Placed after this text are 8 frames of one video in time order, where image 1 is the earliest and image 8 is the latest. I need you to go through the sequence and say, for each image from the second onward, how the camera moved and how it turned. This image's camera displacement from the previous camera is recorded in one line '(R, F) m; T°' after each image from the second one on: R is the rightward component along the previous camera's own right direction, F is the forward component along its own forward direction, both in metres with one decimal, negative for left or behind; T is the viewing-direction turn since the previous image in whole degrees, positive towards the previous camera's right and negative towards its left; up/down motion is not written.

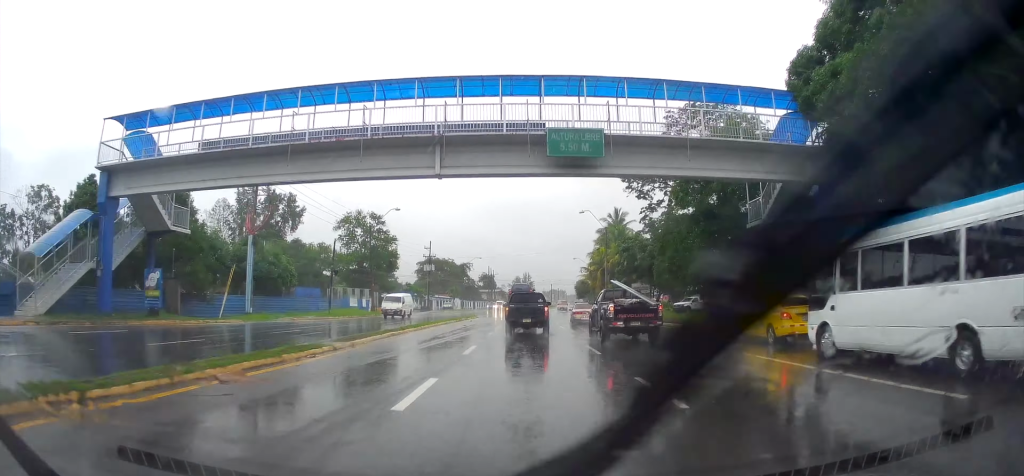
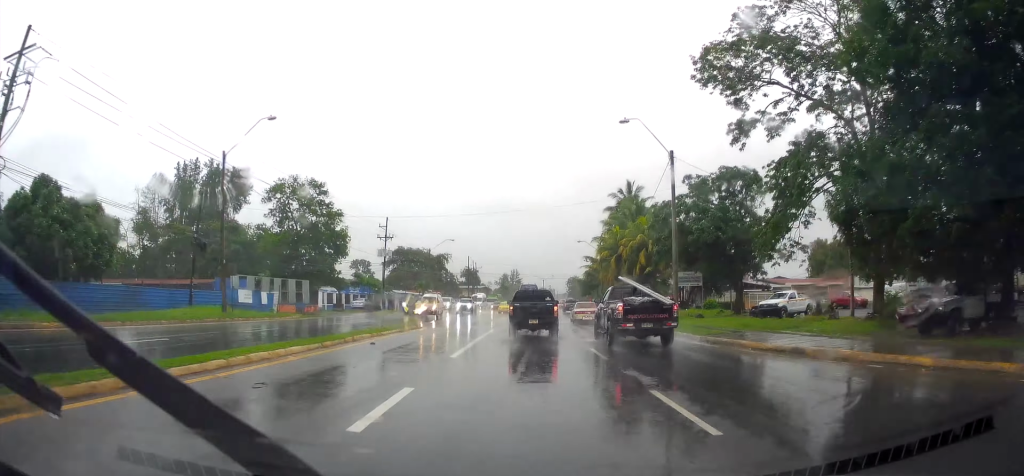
(+0.6, +27.2) m; +3°
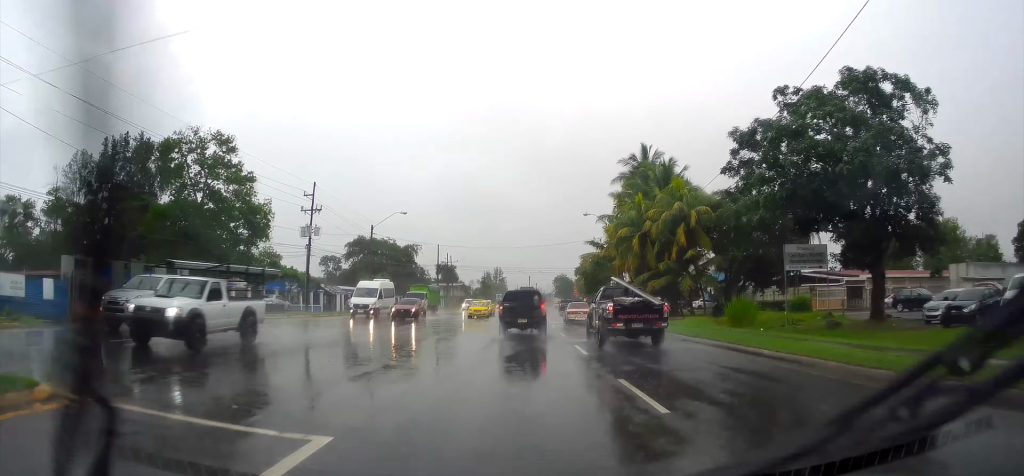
(+0.9, +23.7) m; +1°
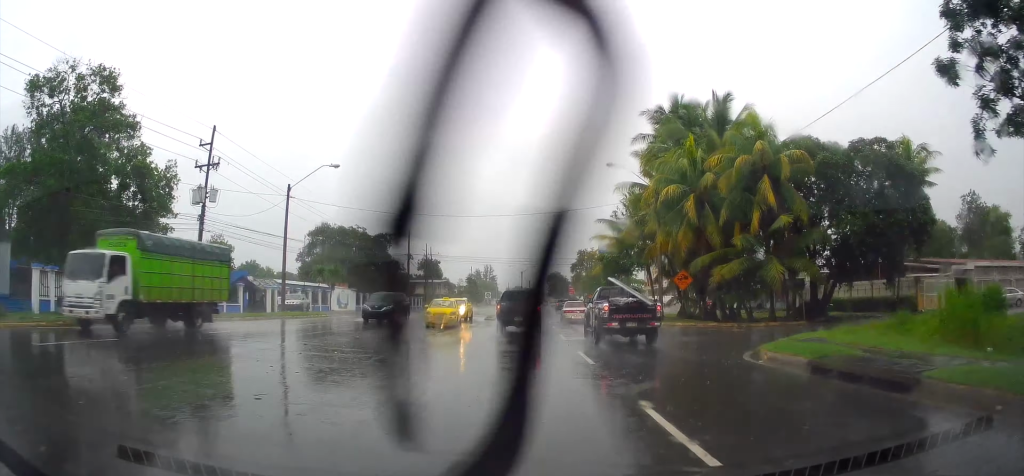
(-0.5, +19.1) m; 0°
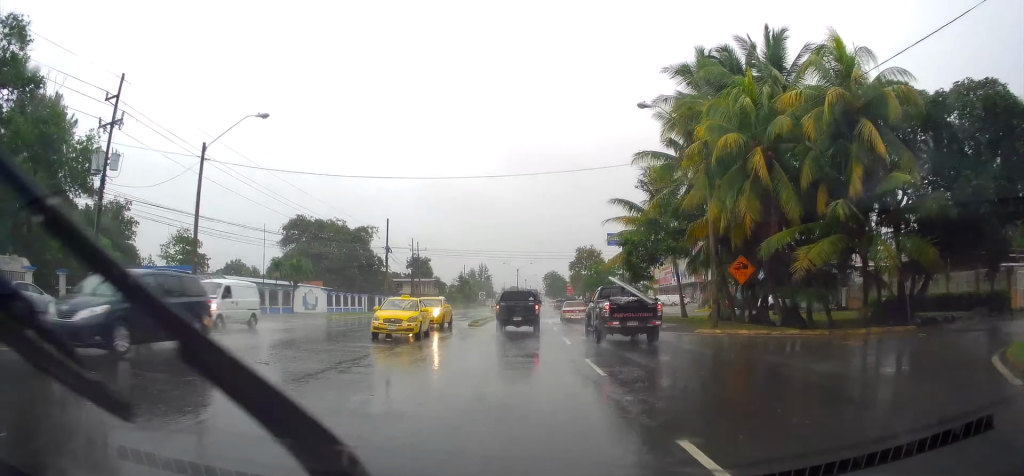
(+0.1, +10.4) m; 0°
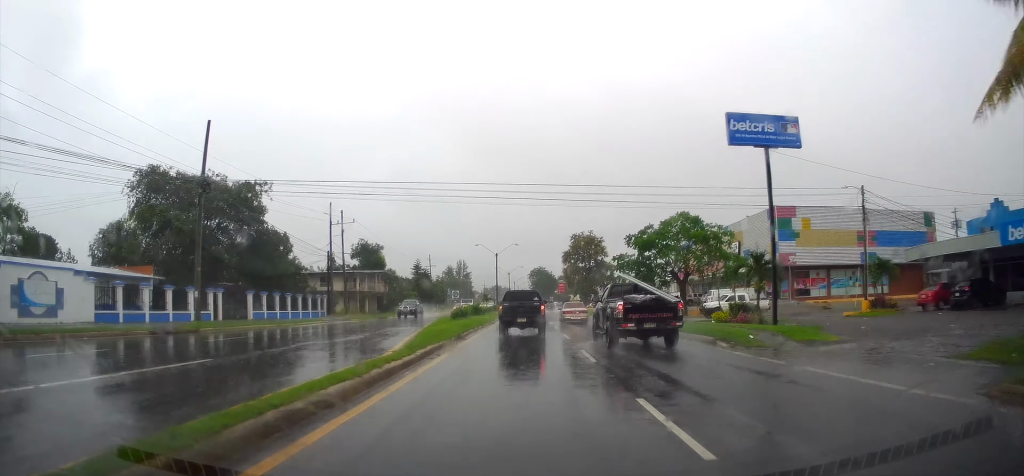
(+0.7, +36.3) m; +3°
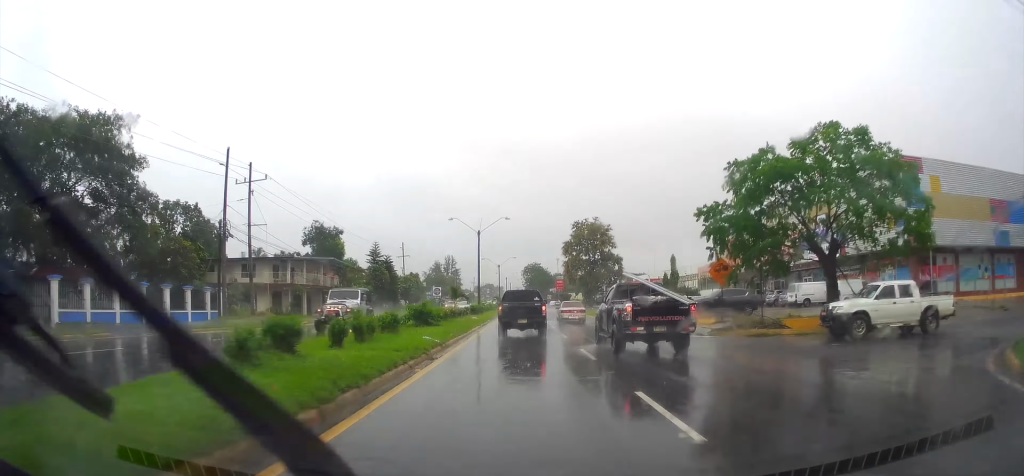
(+0.6, +22.3) m; -1°
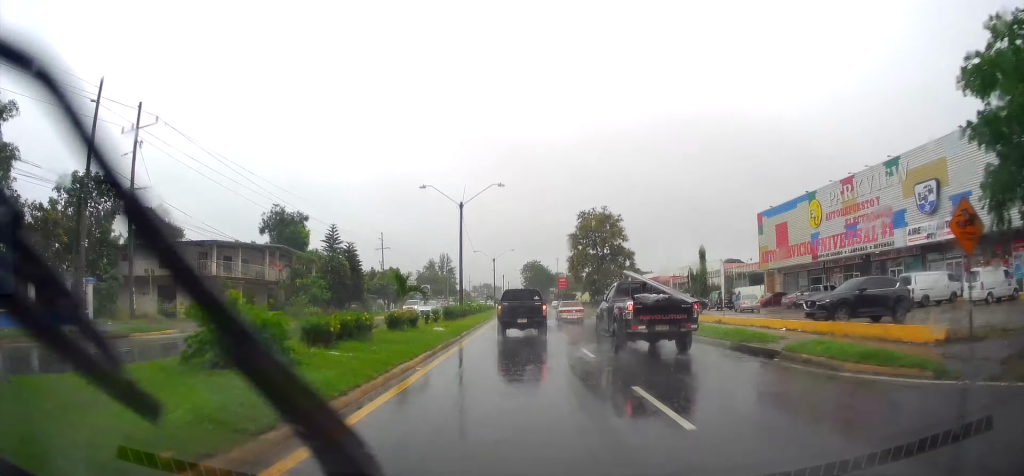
(-0.6, +14.8) m; -1°
